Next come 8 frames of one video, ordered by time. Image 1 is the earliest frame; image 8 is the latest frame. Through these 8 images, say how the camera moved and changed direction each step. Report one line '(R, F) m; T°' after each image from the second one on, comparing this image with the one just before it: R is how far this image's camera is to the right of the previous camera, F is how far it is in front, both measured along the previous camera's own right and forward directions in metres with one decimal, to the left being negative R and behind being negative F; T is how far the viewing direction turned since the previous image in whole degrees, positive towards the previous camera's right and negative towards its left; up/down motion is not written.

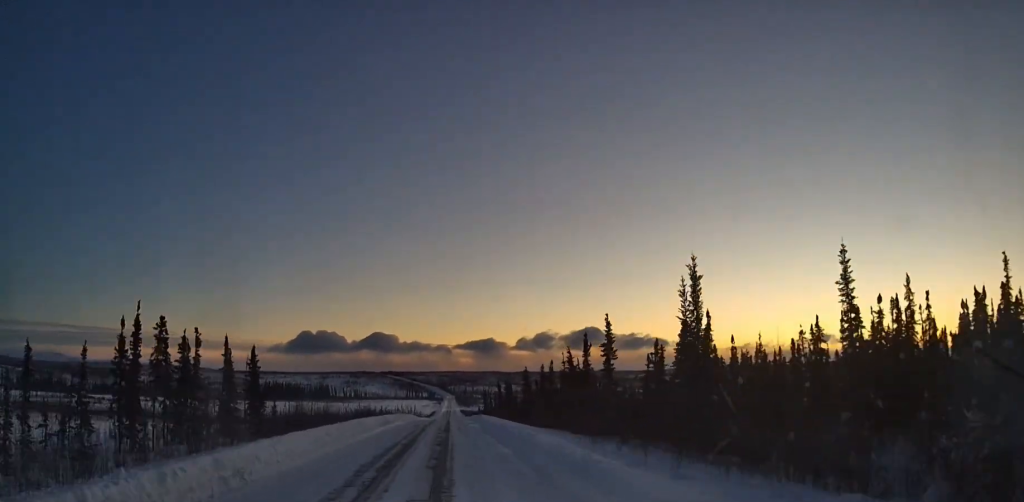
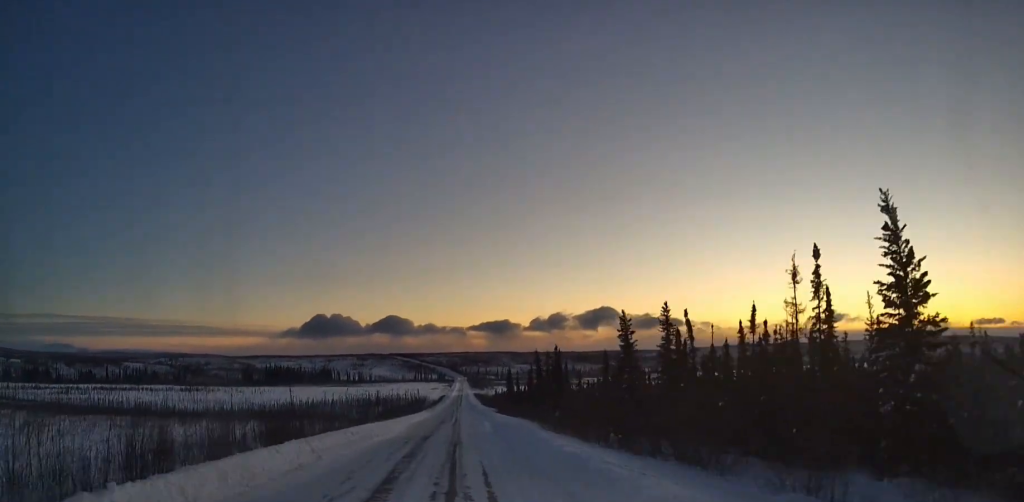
(-0.3, +64.2) m; -1°
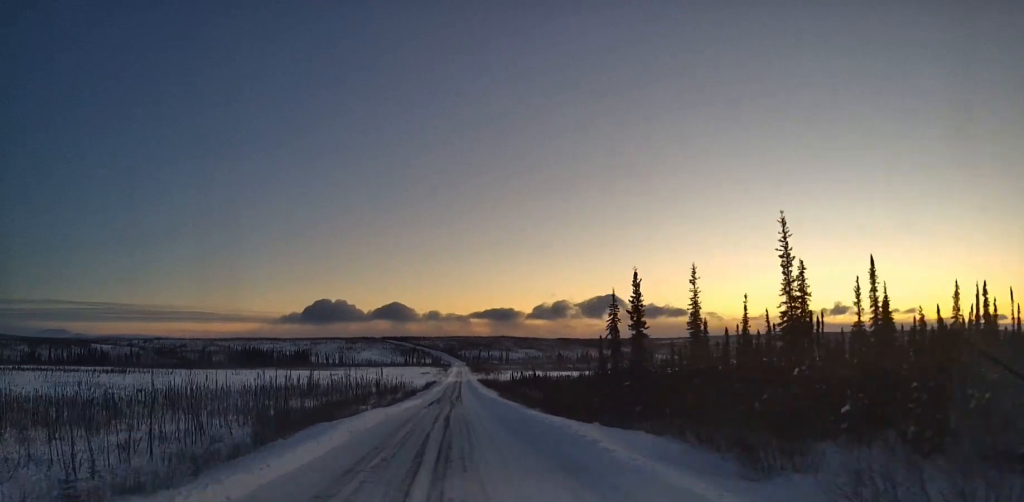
(+0.1, +120.8) m; 0°
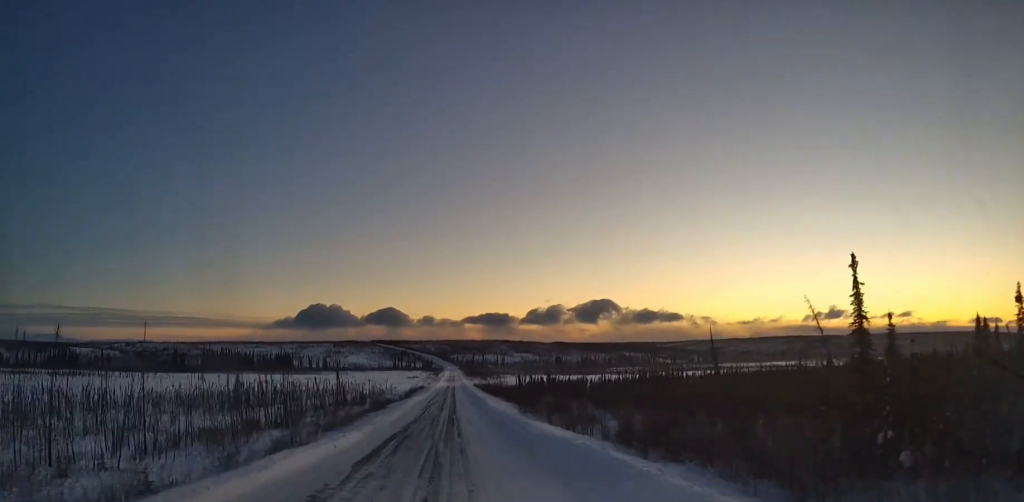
(-0.4, +48.4) m; 0°
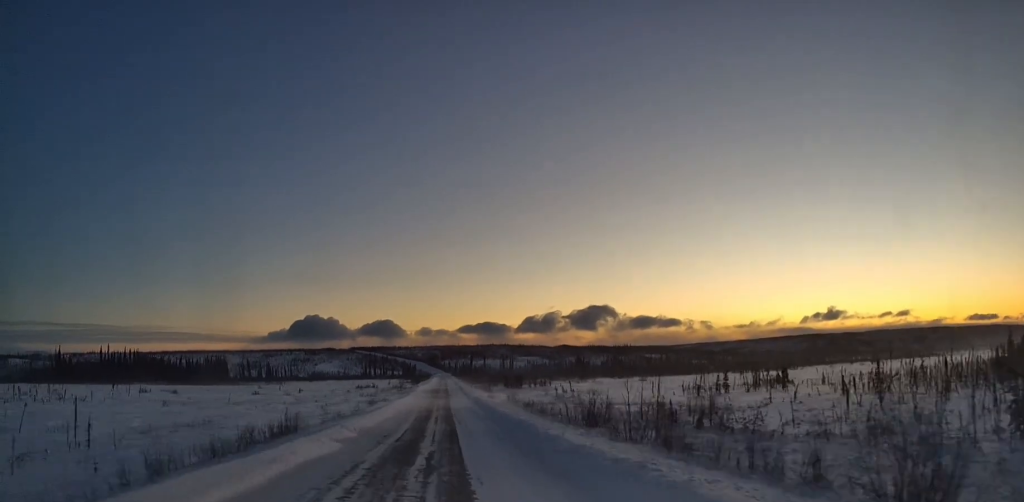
(+0.3, +175.6) m; 0°
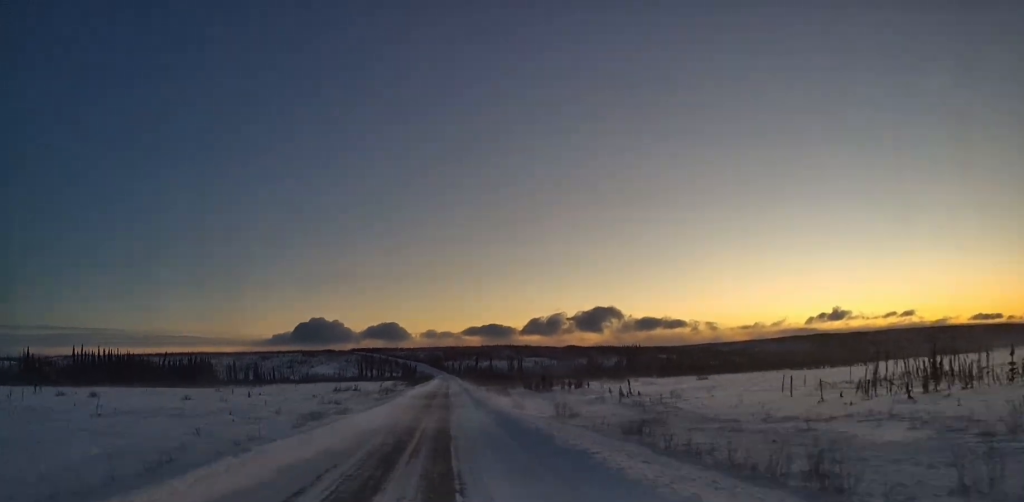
(-0.2, +39.6) m; 0°
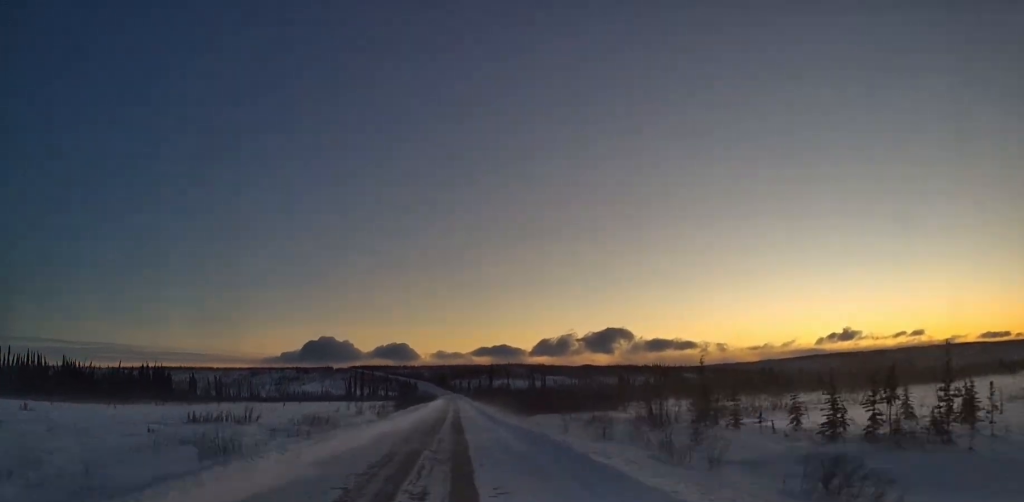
(+0.3, +84.7) m; 0°
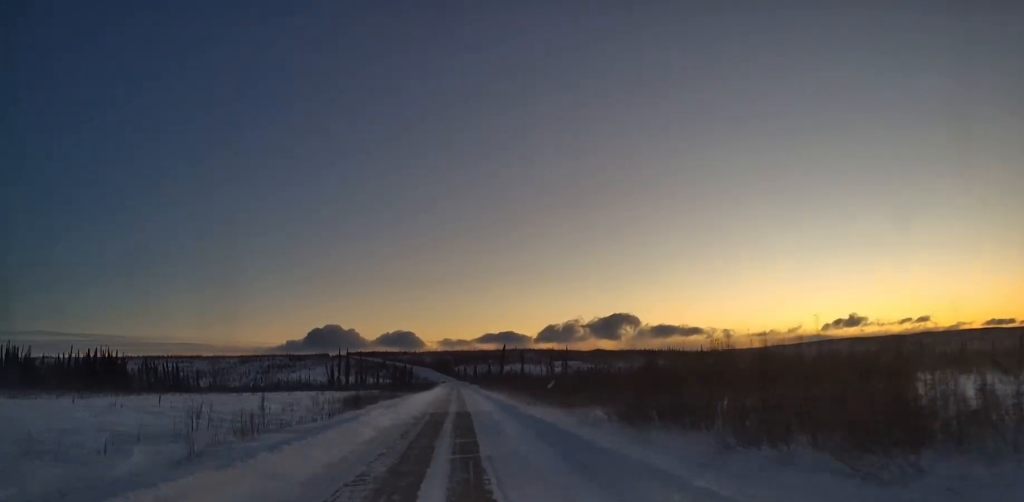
(0.0, +65.0) m; 0°
